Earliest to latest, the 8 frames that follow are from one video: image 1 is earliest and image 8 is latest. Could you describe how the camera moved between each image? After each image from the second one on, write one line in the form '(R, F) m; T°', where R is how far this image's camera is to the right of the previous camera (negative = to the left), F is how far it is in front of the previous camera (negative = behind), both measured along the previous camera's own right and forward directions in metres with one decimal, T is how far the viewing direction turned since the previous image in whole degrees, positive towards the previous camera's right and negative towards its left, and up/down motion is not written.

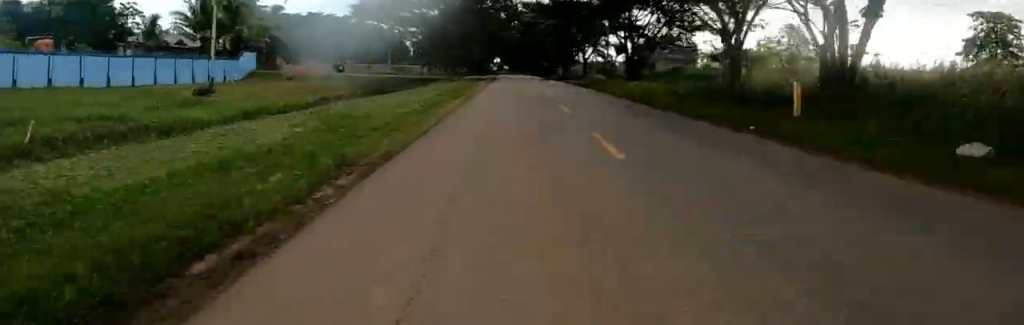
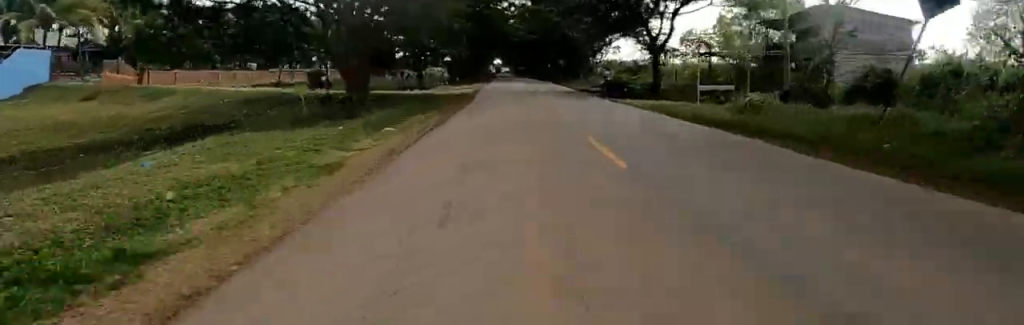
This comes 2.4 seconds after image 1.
(+0.2, +36.3) m; +3°
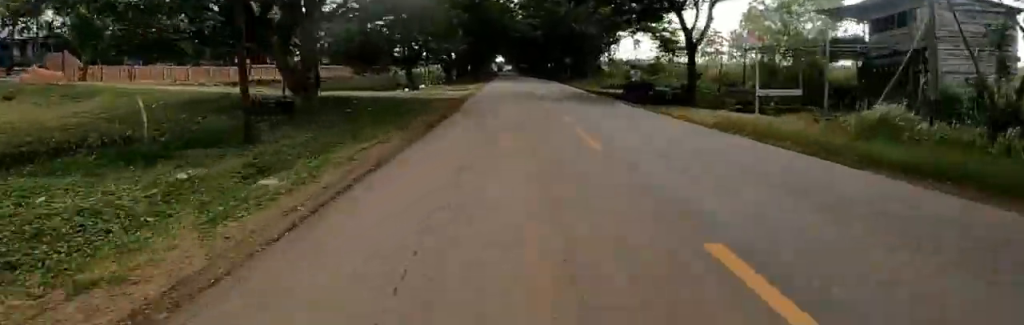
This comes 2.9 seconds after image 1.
(+0.3, +8.2) m; +1°
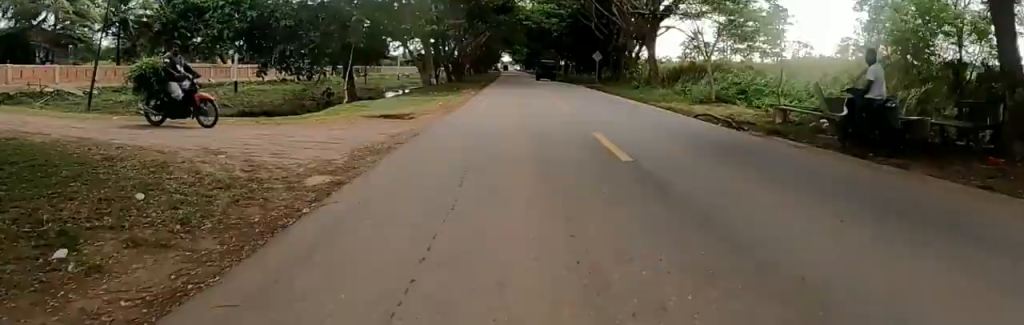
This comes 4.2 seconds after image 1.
(+0.4, +22.9) m; +1°
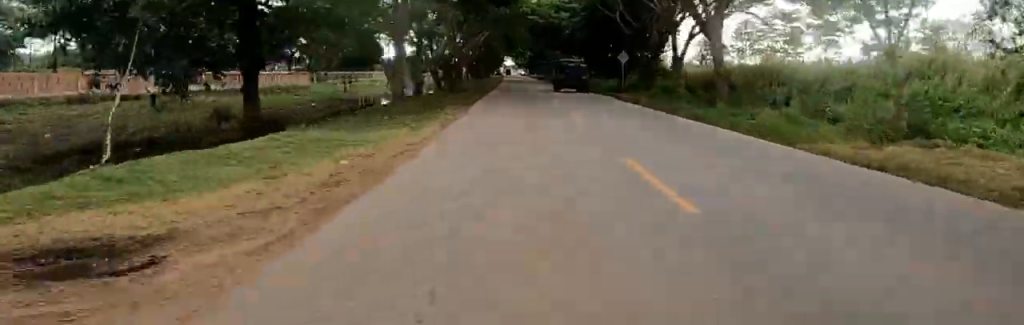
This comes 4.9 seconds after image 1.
(0.0, +14.2) m; 0°
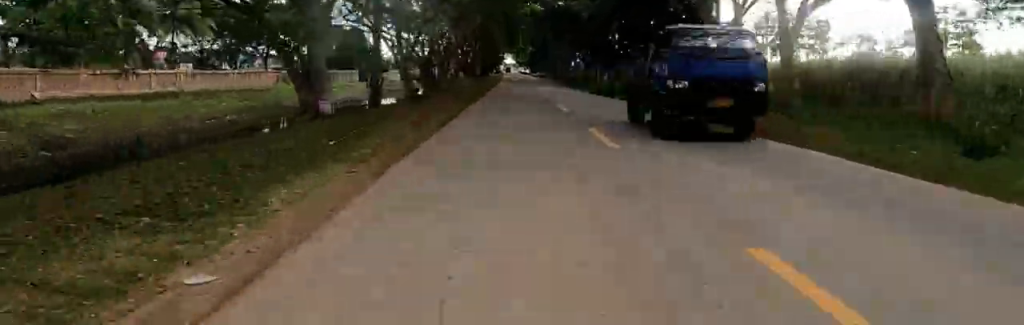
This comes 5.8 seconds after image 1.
(0.0, +15.2) m; 0°
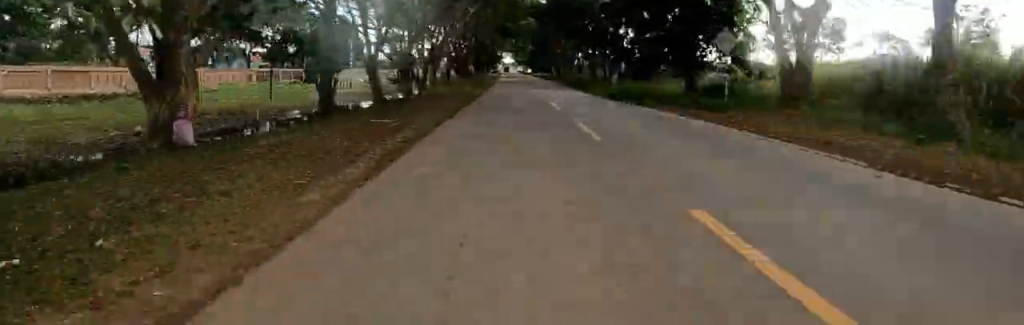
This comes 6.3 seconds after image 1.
(0.0, +8.9) m; 0°
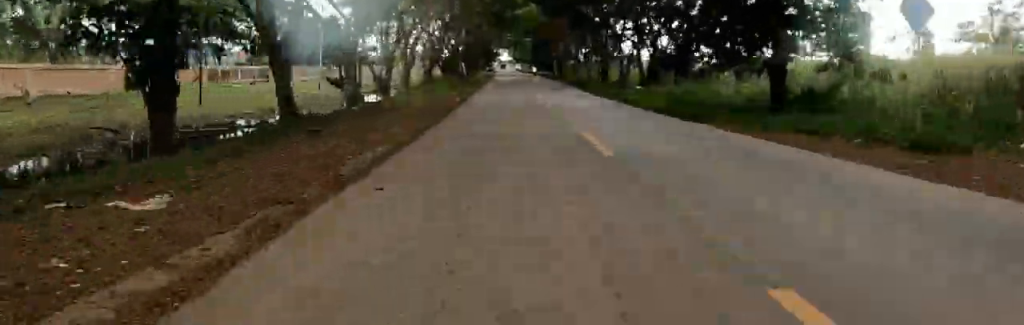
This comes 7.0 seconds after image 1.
(0.0, +11.6) m; 0°
